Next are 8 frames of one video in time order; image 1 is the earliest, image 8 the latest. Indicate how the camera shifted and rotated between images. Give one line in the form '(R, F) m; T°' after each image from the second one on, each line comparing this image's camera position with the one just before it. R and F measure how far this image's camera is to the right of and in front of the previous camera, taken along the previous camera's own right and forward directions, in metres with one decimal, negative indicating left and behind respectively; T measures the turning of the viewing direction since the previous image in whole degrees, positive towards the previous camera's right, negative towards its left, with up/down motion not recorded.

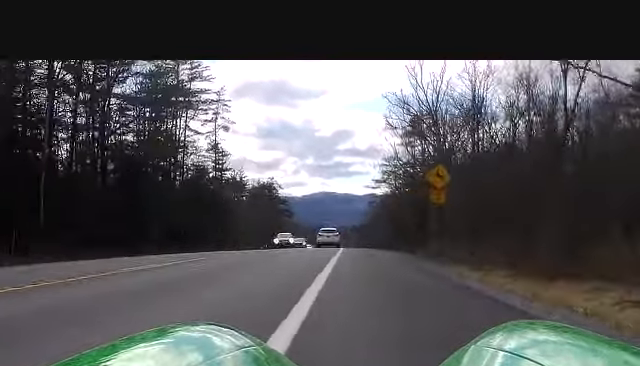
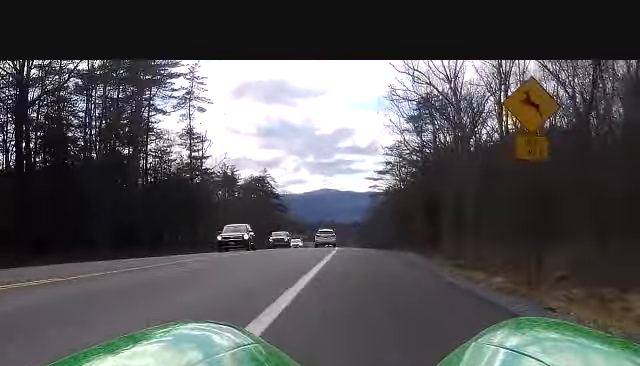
(-0.1, +17.6) m; 0°
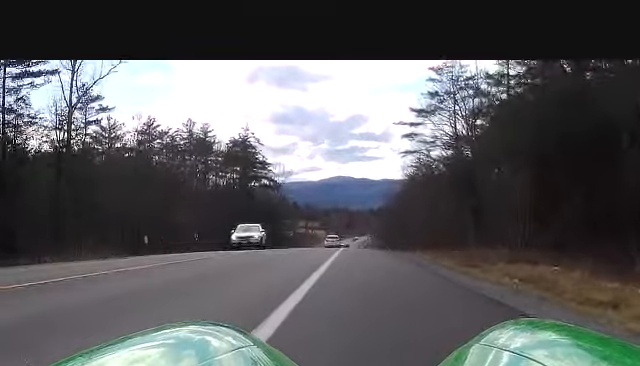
(-1.7, +56.6) m; -3°
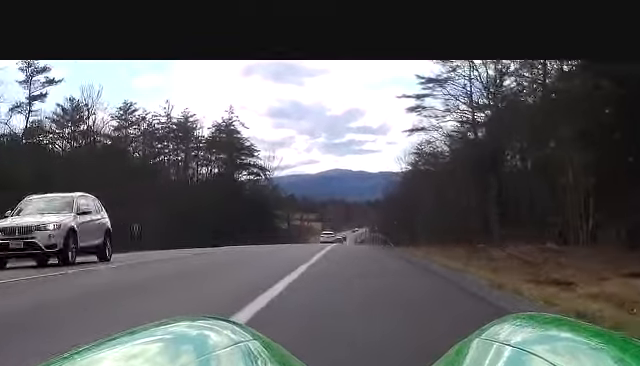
(+0.6, +14.0) m; +3°
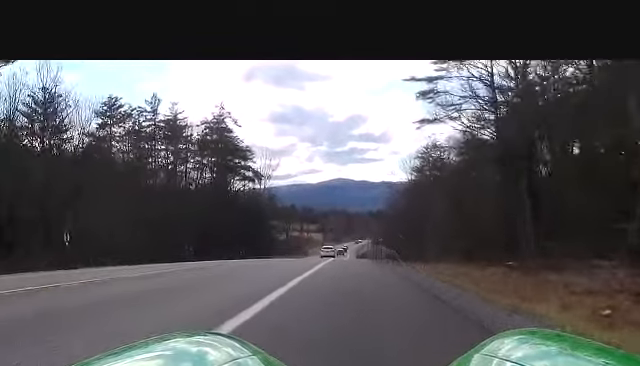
(+0.2, +11.4) m; +1°
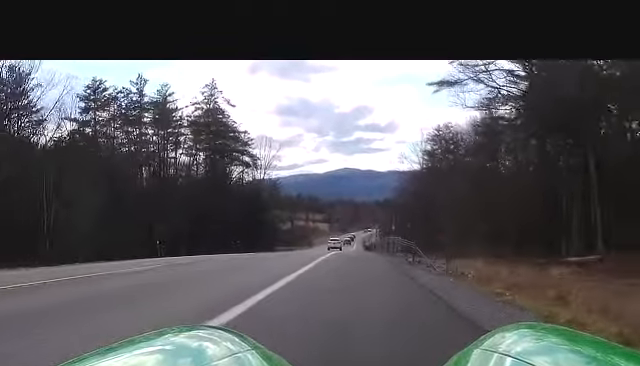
(+0.3, +13.4) m; 0°
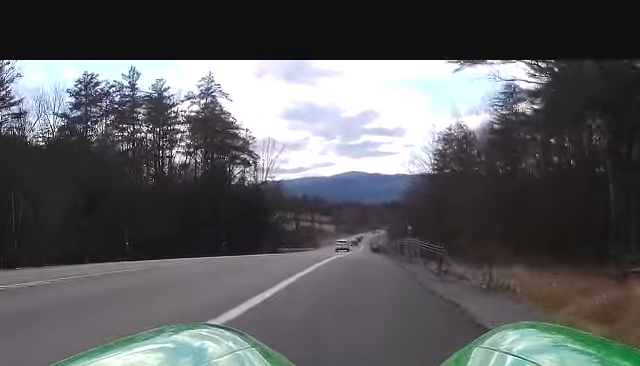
(-0.1, +9.0) m; 0°
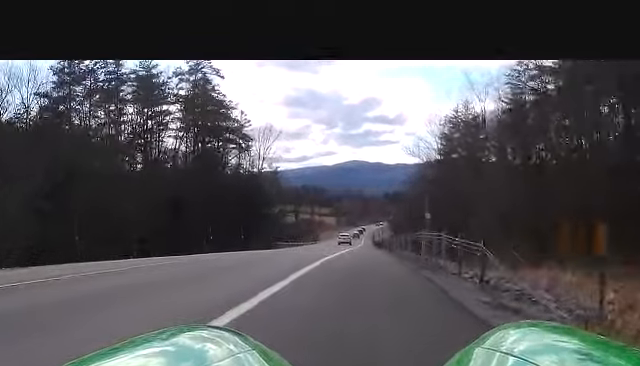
(-0.1, +9.1) m; -1°
